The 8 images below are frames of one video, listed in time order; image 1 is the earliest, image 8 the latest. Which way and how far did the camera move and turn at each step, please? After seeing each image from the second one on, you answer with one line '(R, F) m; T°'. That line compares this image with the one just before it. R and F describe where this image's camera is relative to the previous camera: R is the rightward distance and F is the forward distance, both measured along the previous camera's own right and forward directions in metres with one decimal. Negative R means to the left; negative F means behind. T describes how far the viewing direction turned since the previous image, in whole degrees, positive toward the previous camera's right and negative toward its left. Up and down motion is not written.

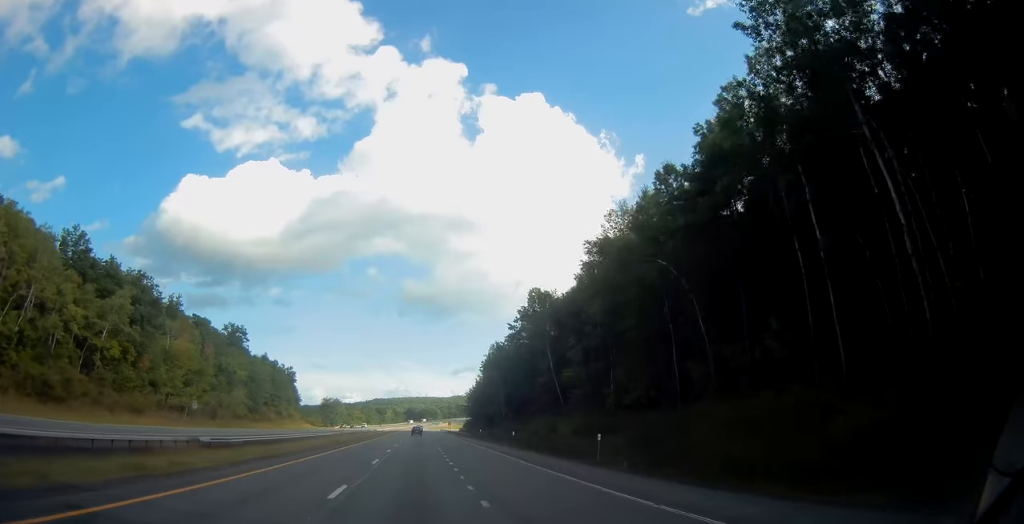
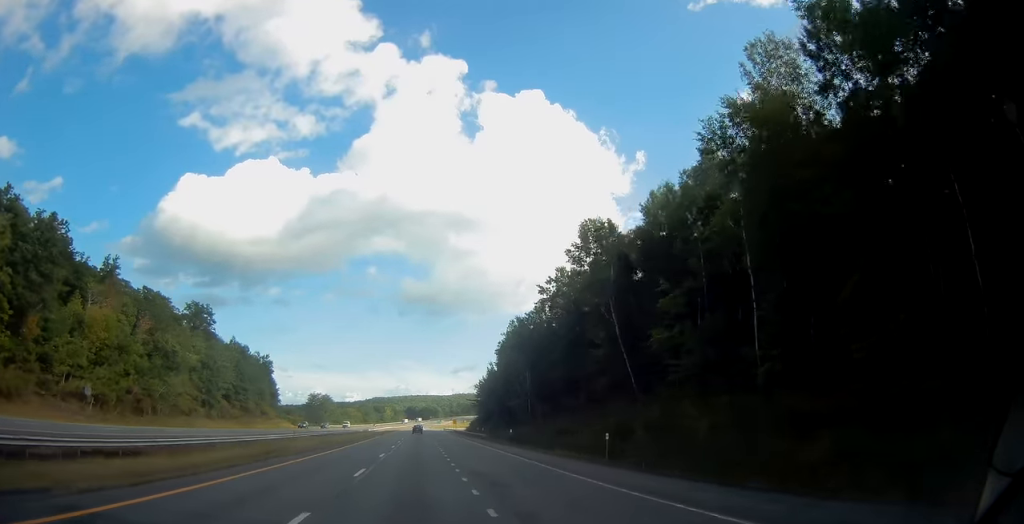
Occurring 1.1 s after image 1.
(0.0, +30.6) m; 0°
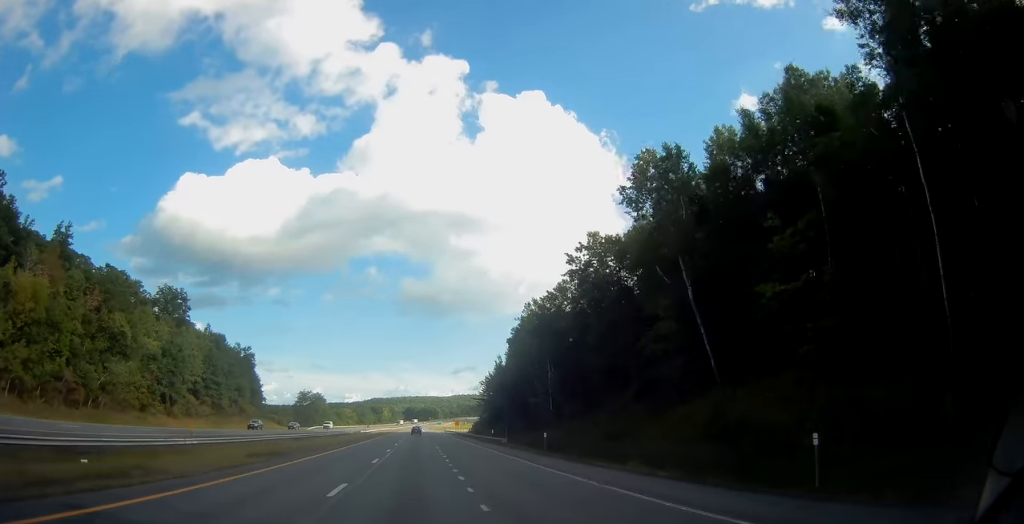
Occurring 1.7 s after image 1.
(+0.2, +17.2) m; 0°
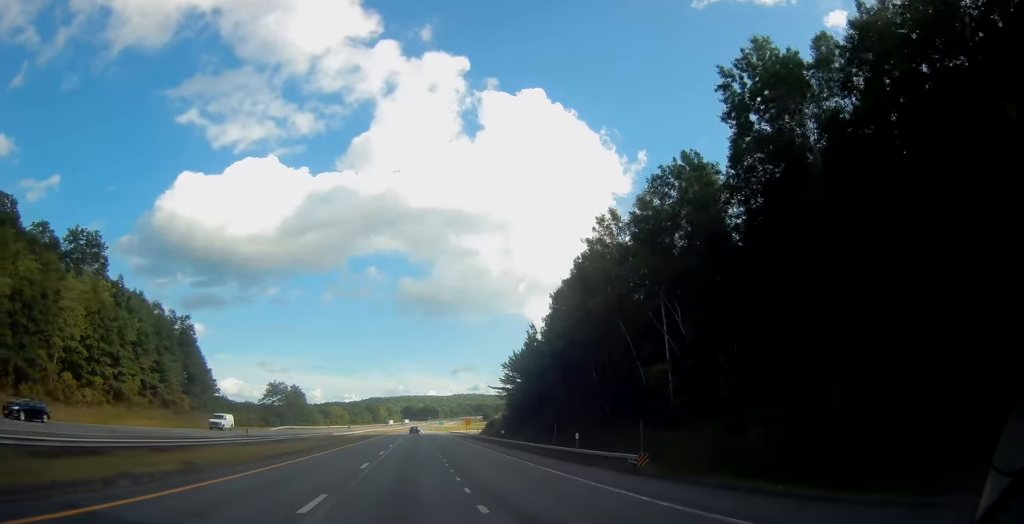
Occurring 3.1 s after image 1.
(-0.3, +40.1) m; 0°
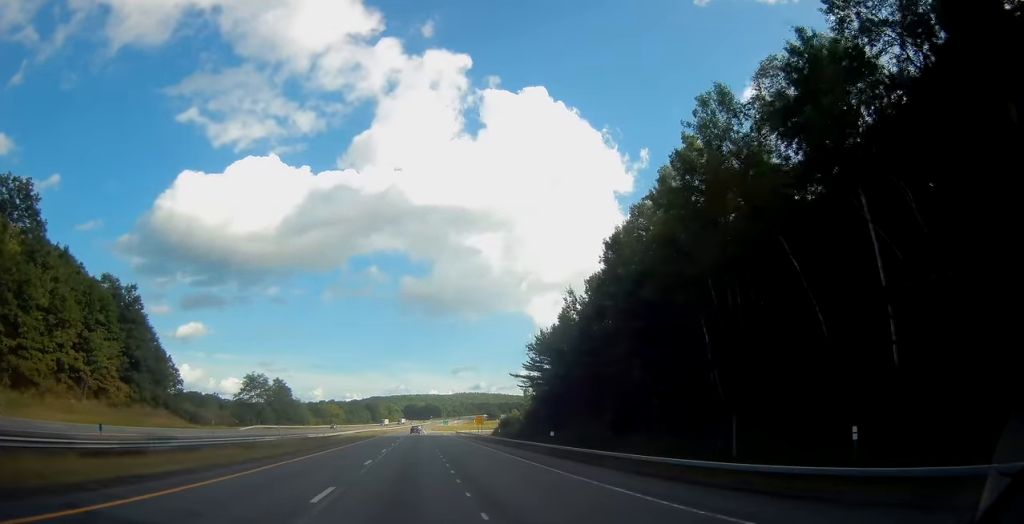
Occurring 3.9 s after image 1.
(+0.2, +23.0) m; 0°
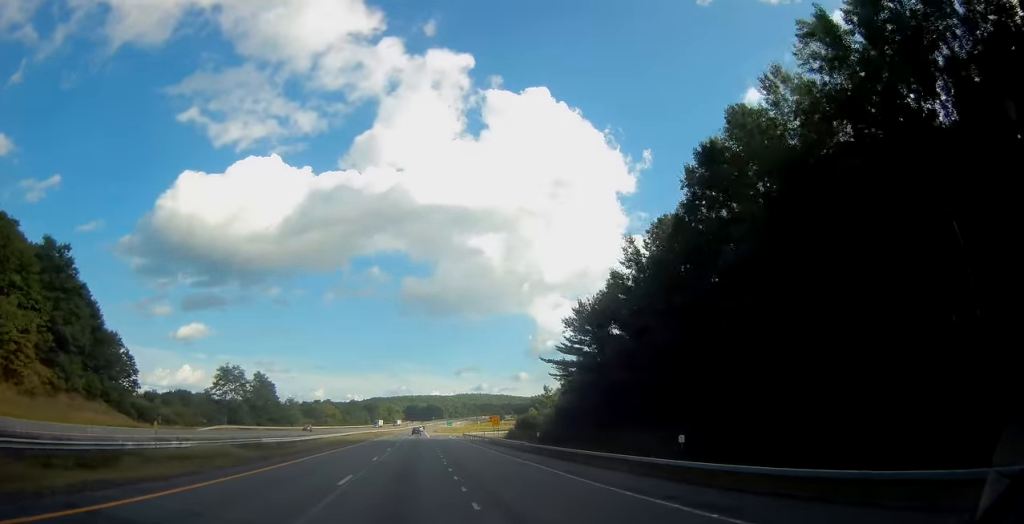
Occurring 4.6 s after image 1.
(-0.3, +20.2) m; 0°
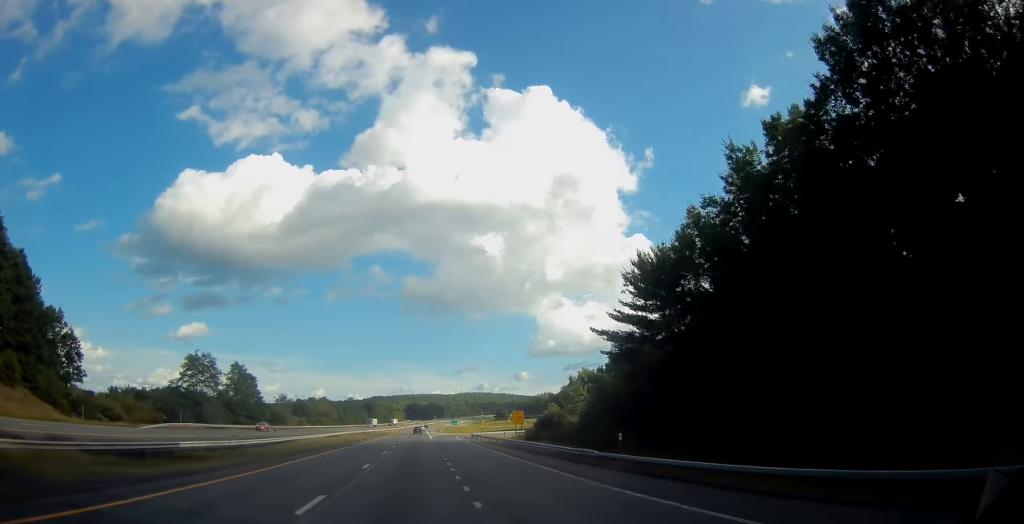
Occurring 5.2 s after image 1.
(+0.2, +18.2) m; 0°
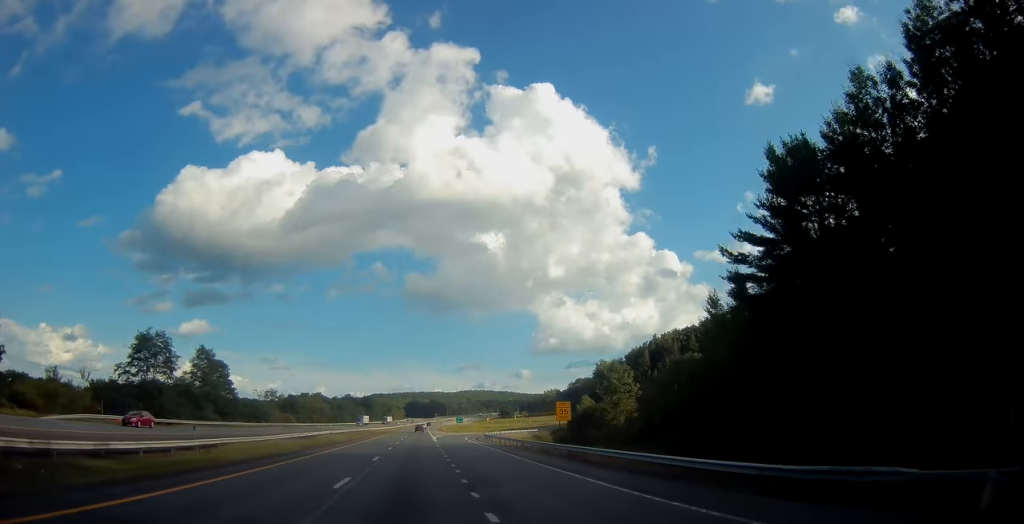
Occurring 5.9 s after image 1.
(+0.1, +20.2) m; 0°
